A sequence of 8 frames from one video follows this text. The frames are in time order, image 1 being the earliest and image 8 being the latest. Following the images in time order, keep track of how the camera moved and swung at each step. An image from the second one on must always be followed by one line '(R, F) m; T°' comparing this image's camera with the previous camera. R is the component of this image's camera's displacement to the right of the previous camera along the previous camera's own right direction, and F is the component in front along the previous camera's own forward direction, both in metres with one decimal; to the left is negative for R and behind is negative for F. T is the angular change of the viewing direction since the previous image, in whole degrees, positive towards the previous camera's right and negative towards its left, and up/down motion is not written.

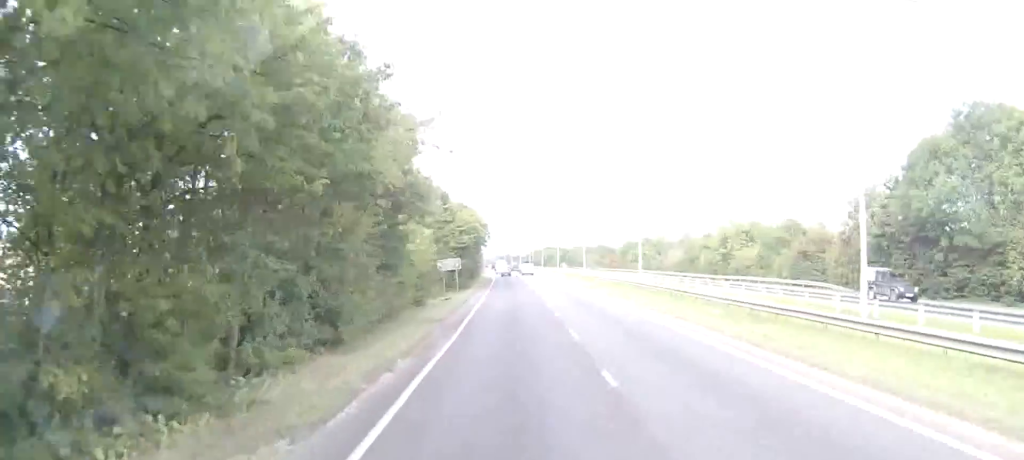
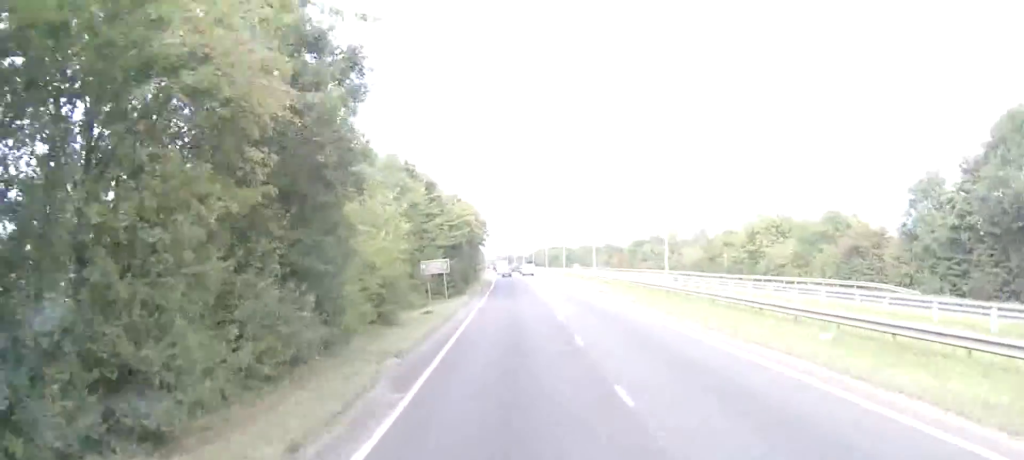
(0.0, +10.5) m; 0°
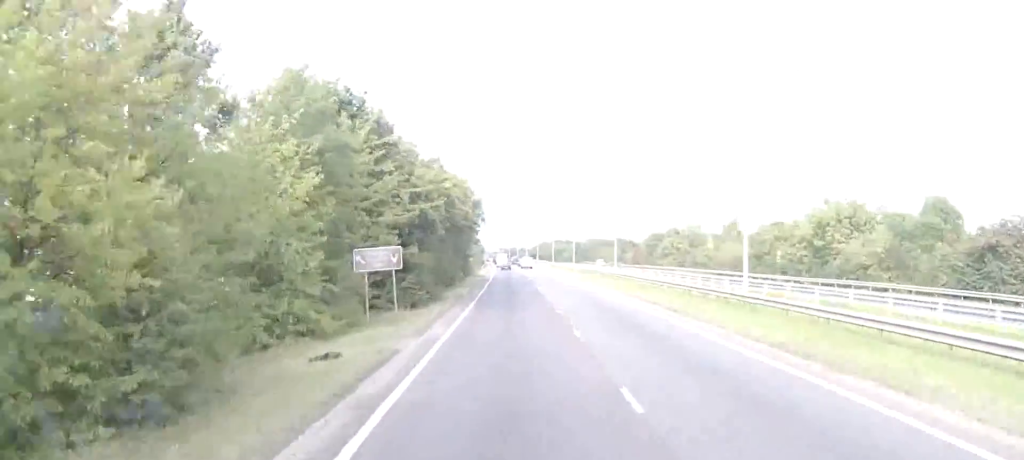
(0.0, +18.9) m; 0°
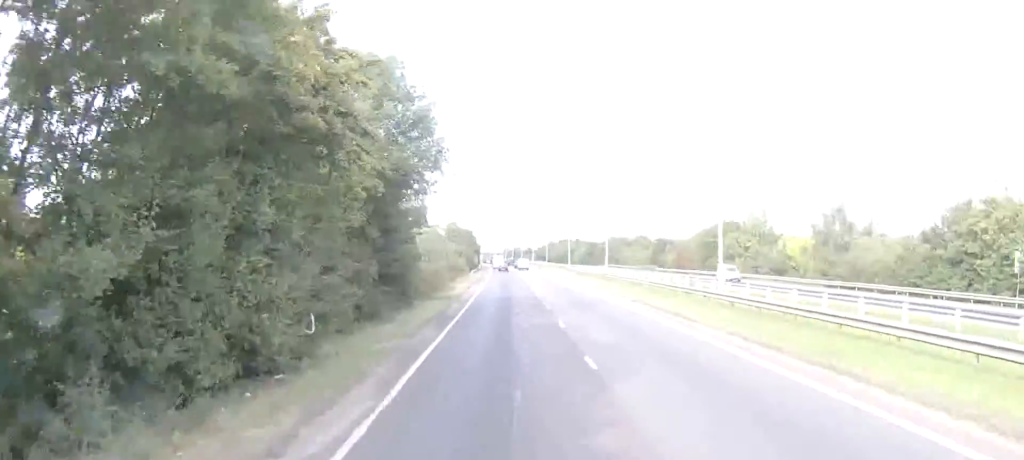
(-0.3, +40.5) m; -1°
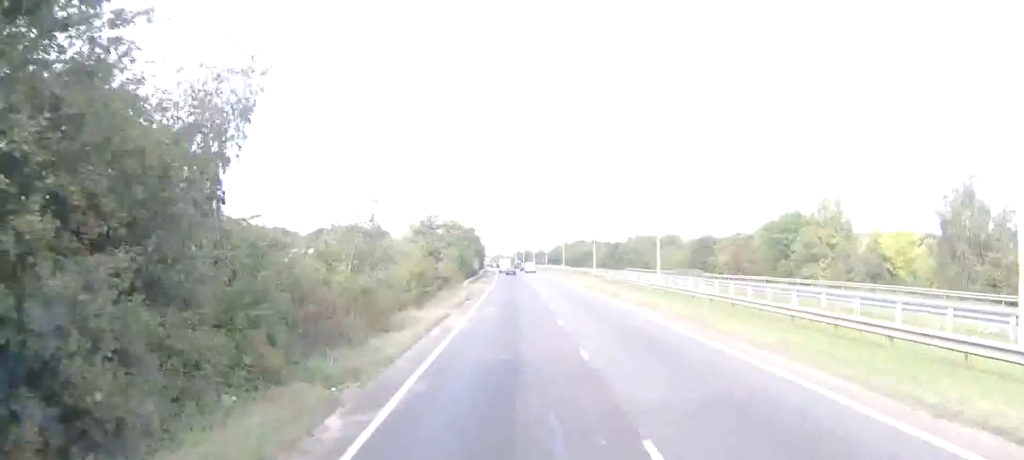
(-0.1, +25.6) m; 0°
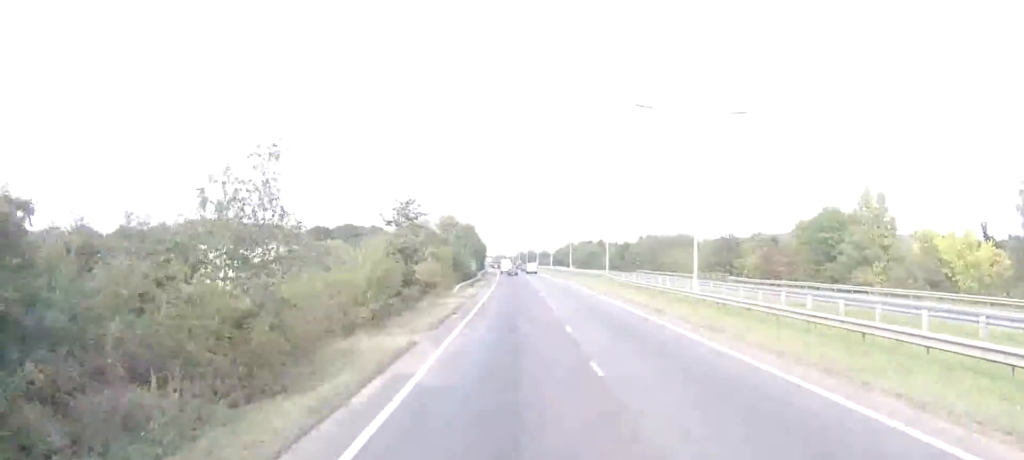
(0.0, +11.3) m; 0°
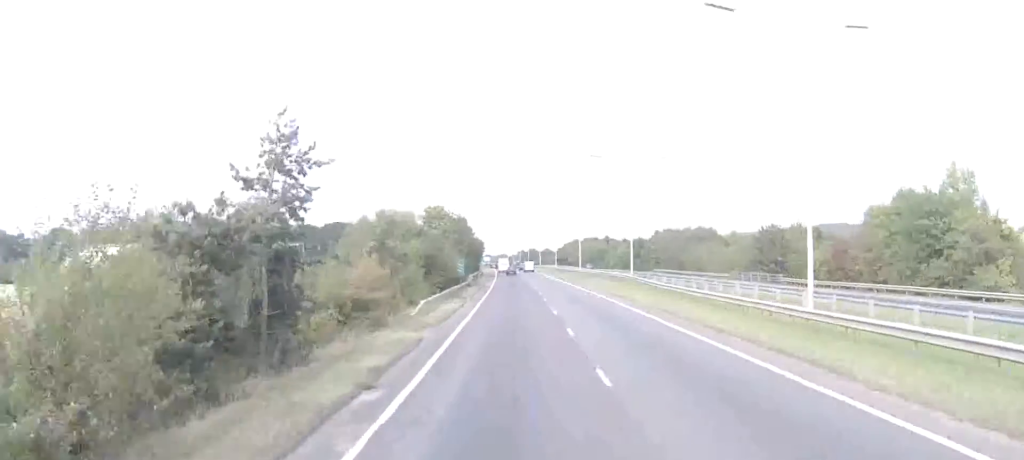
(0.0, +18.9) m; 0°
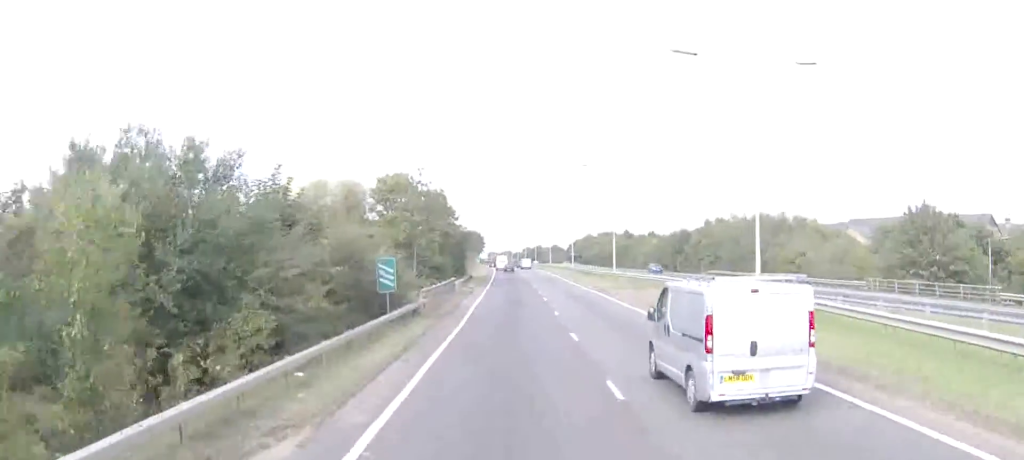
(0.0, +36.2) m; 0°
